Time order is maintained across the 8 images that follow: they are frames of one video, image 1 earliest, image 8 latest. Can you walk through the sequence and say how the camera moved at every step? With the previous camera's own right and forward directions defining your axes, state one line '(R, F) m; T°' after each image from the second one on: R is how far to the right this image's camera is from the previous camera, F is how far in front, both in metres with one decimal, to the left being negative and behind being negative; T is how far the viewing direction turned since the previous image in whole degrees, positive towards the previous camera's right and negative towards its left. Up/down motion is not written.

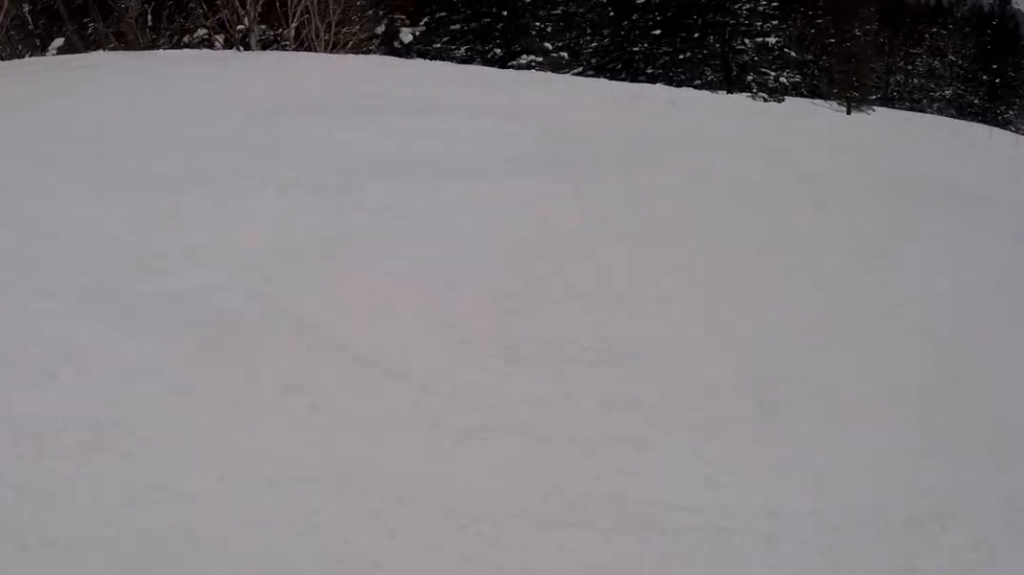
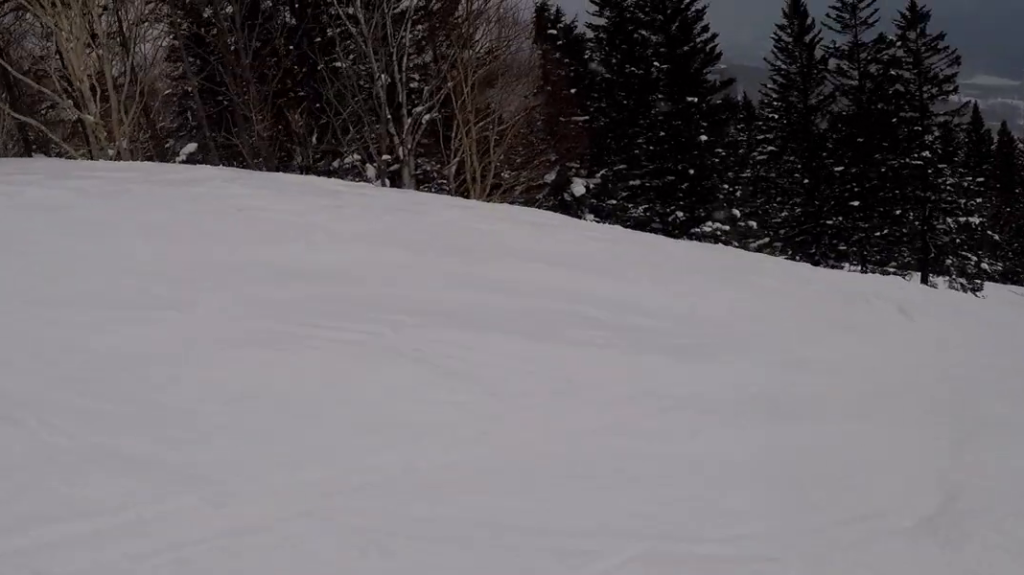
(-0.5, +3.4) m; -2°
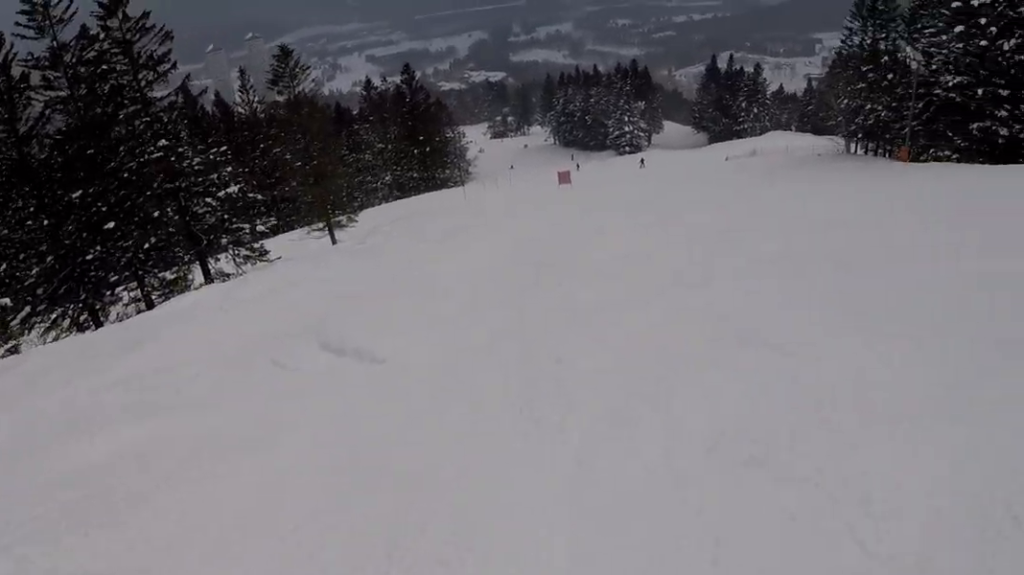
(+1.7, +6.4) m; +38°
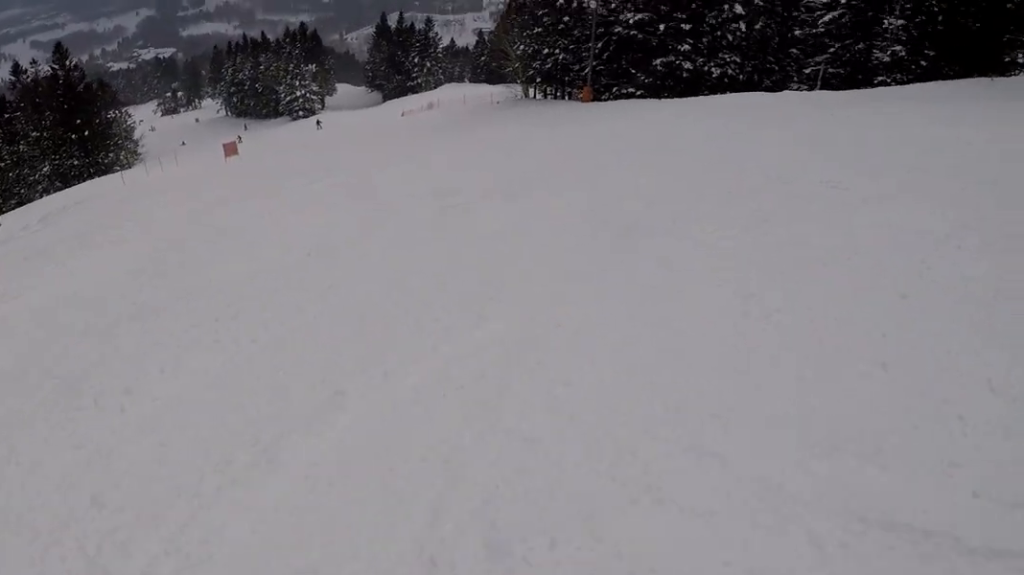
(+1.0, +3.9) m; +40°
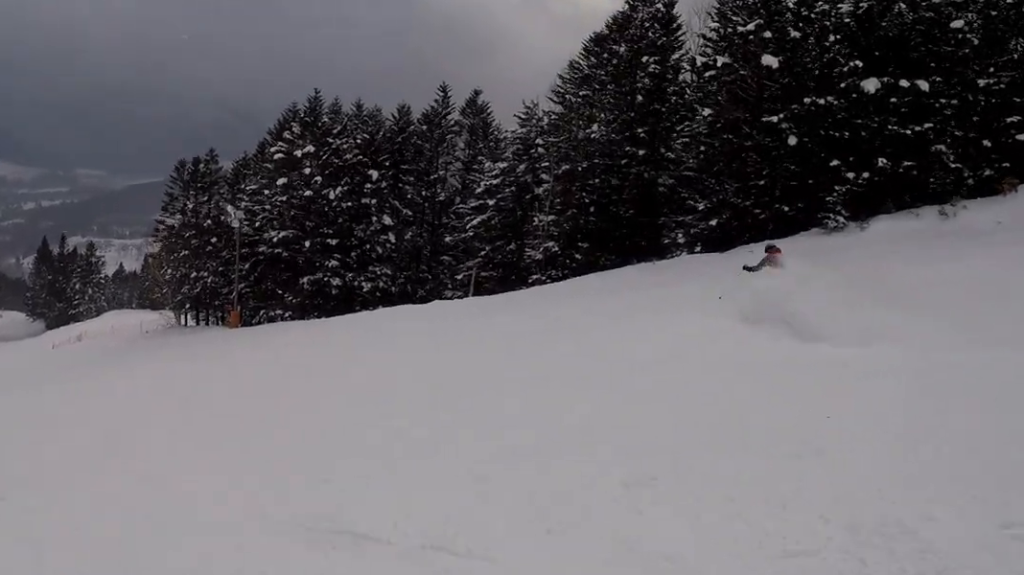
(+2.5, +4.4) m; +36°
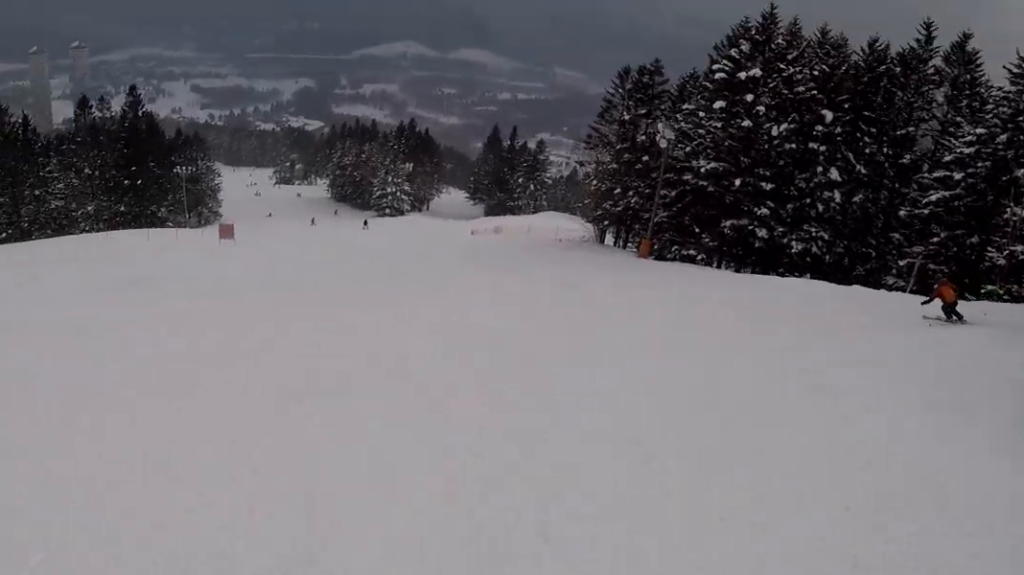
(-0.6, +5.0) m; -34°
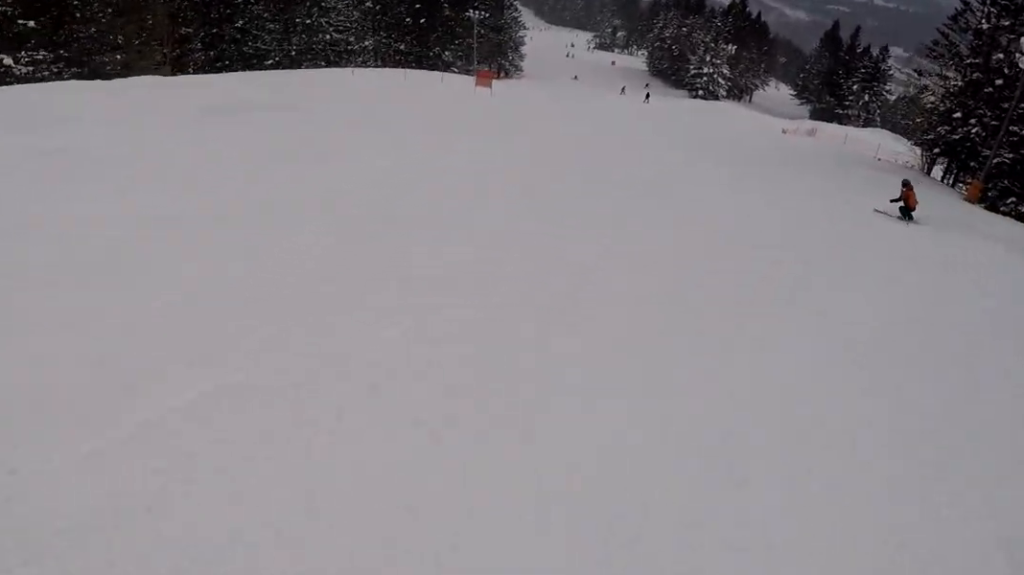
(-2.6, +5.4) m; -44°
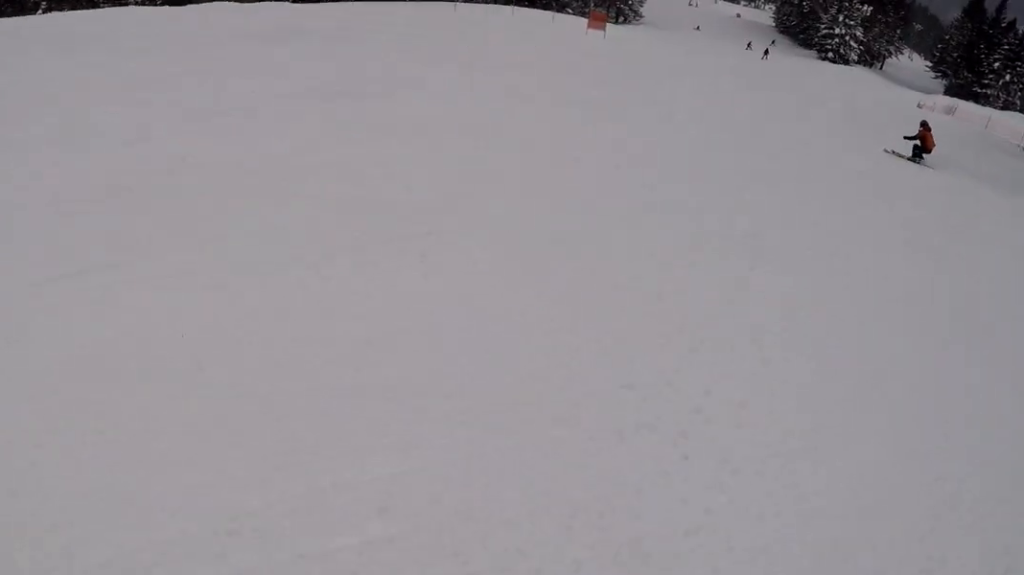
(+0.4, +2.2) m; -18°
